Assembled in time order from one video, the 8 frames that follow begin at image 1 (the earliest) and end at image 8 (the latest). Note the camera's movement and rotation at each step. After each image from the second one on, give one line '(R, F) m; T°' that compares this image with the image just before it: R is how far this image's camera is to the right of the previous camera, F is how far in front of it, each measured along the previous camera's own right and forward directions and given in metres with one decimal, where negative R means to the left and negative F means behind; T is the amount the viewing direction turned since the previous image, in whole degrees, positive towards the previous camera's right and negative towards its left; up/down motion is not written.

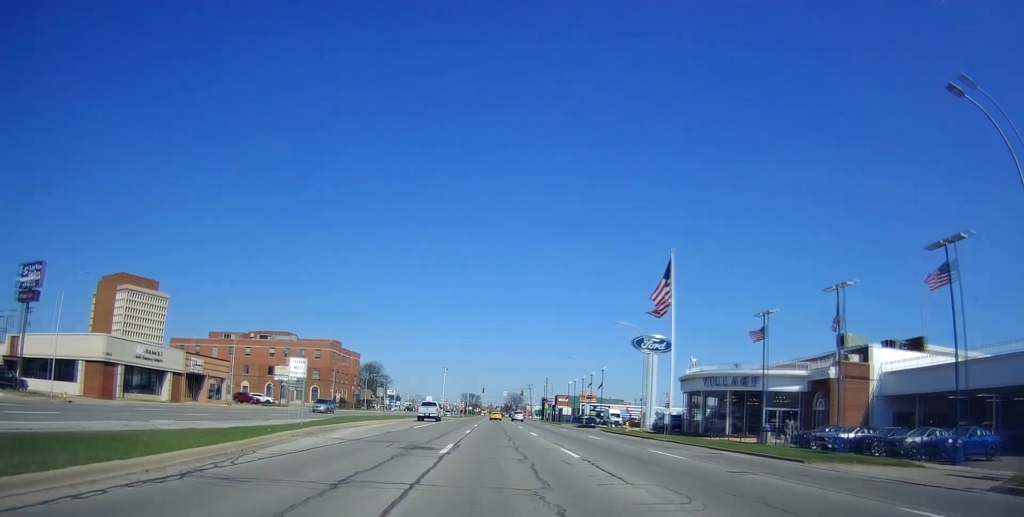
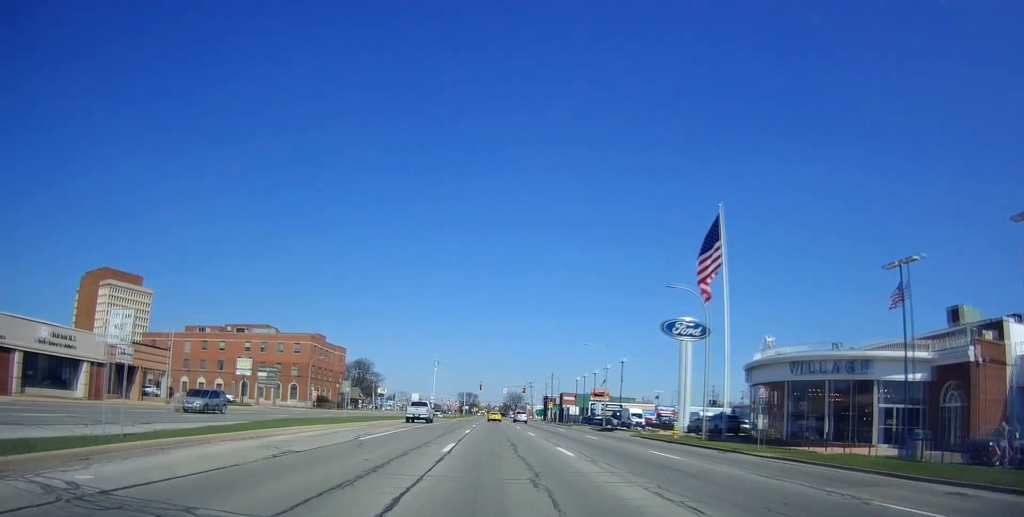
(0.0, +15.1) m; 0°
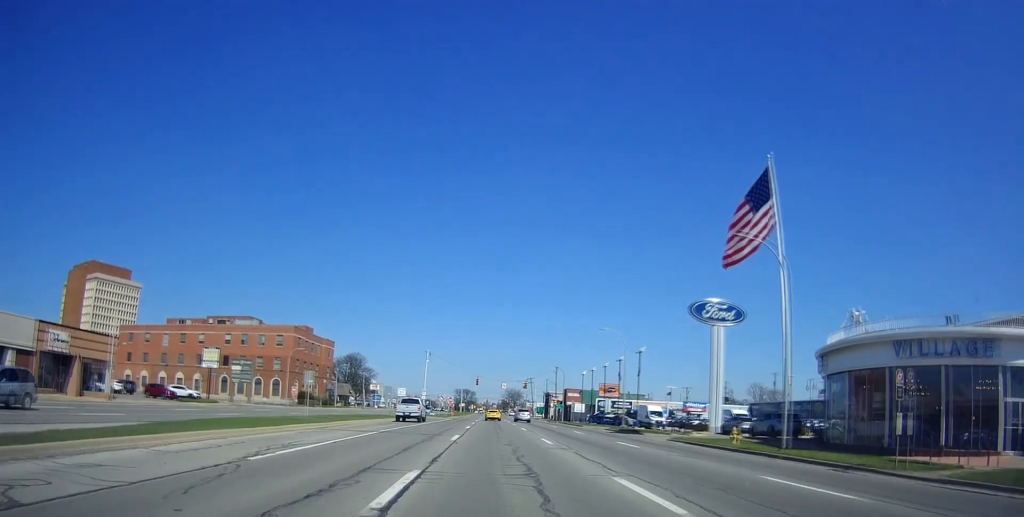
(+0.1, +10.5) m; -1°
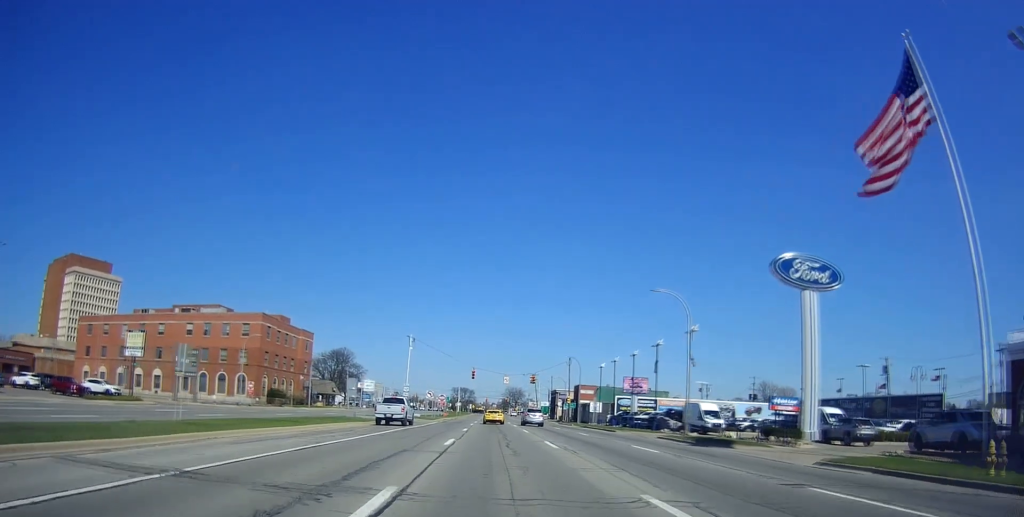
(-0.4, +19.2) m; -1°
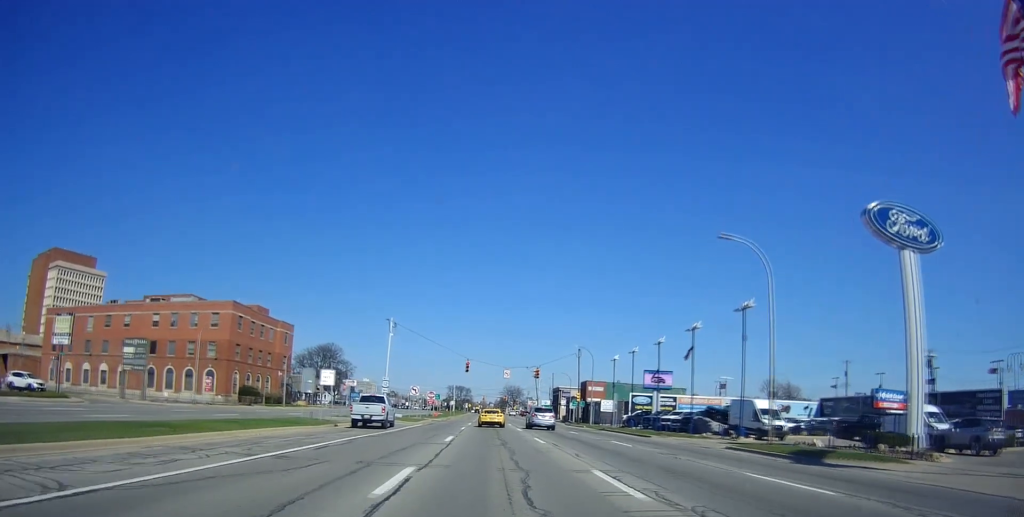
(+0.2, +13.3) m; +1°
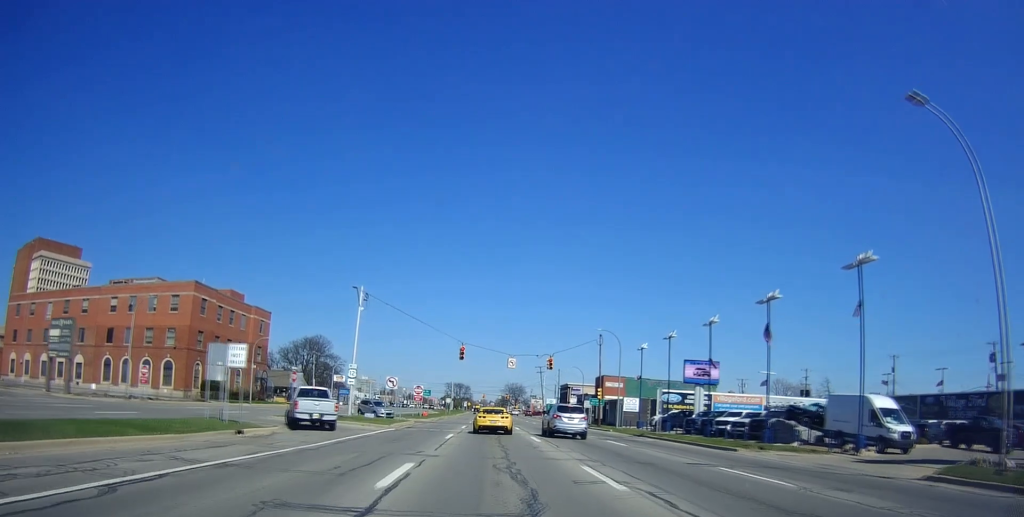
(-0.1, +16.7) m; -4°
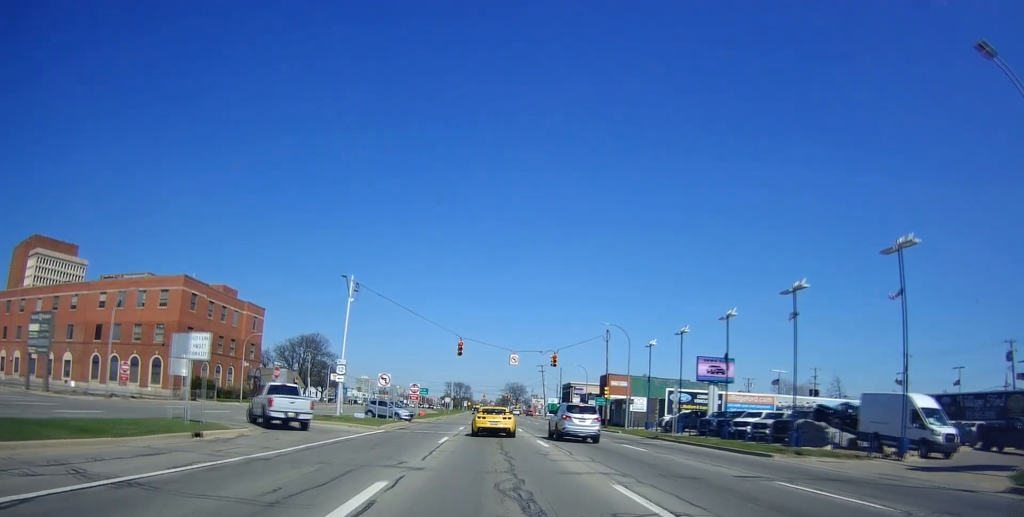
(-0.2, +4.1) m; 0°
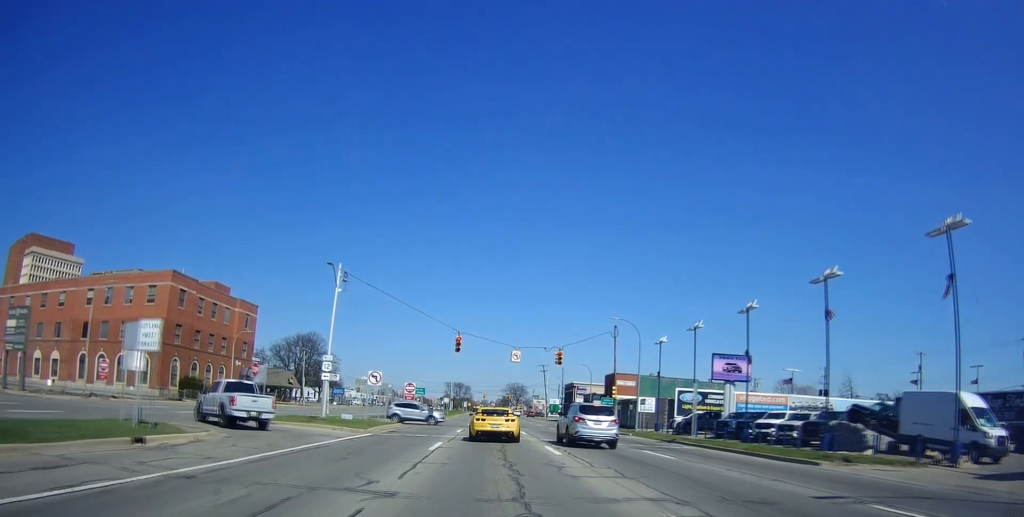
(-0.1, +4.6) m; +1°
